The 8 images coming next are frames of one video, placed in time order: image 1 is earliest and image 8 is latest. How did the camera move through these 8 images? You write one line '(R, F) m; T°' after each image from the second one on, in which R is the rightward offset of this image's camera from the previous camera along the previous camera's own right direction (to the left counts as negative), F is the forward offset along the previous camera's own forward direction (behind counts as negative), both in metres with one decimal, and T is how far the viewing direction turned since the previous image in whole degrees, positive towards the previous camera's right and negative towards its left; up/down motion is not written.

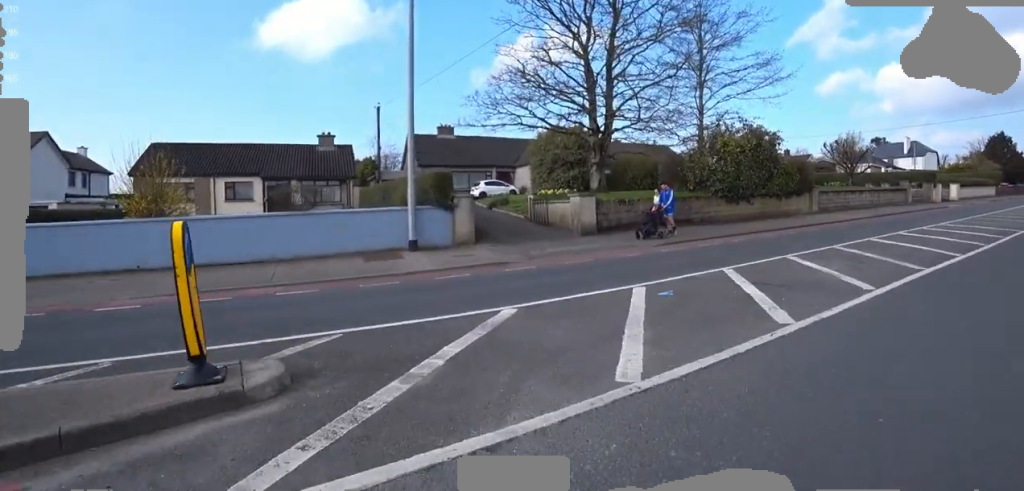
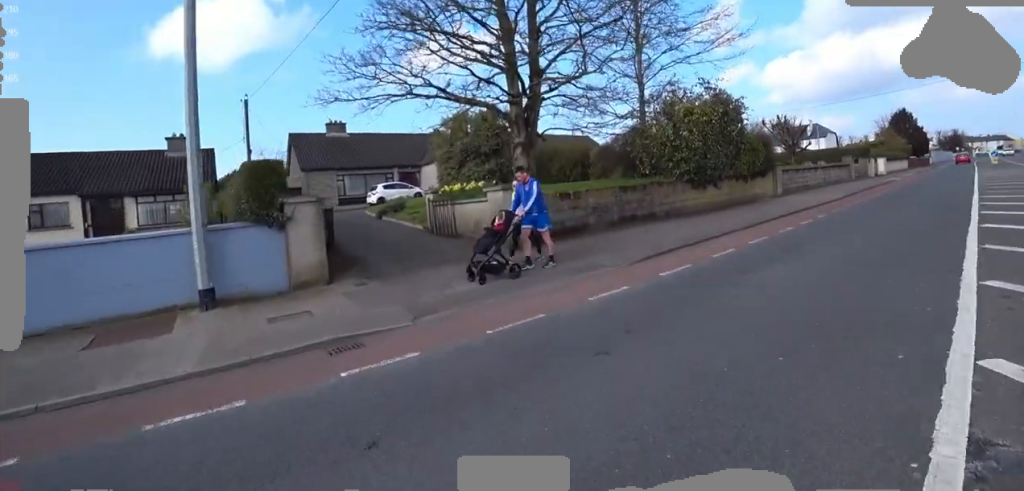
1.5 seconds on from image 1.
(+0.5, +5.4) m; +23°
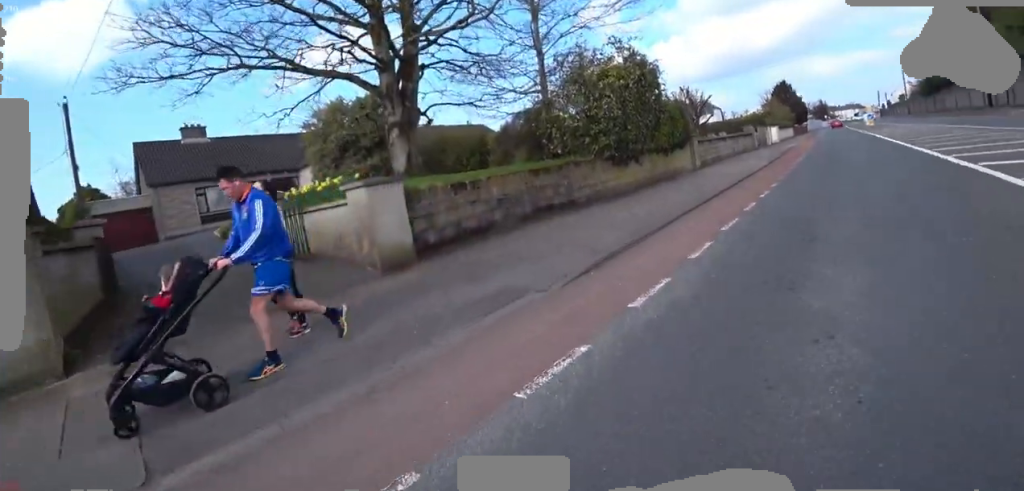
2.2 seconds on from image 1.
(+0.7, +2.8) m; +11°
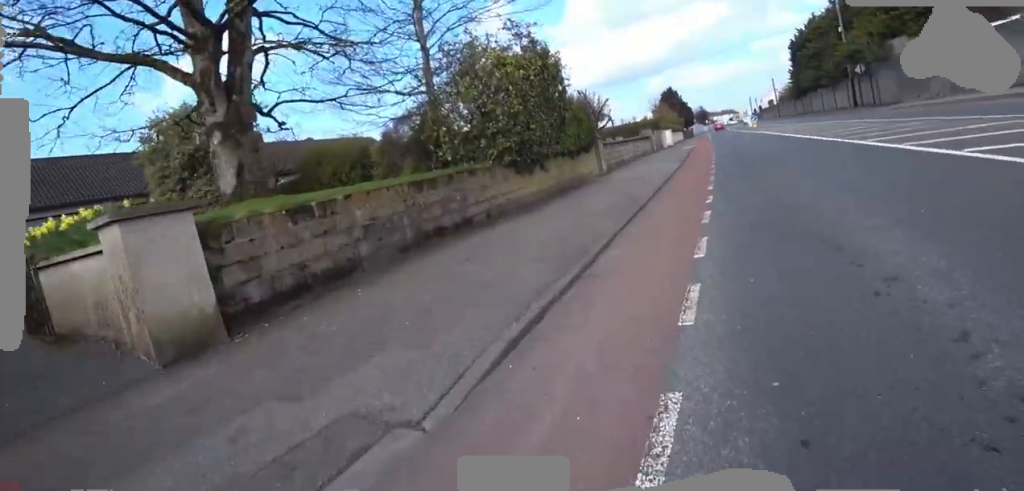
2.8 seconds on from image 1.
(+0.1, +2.5) m; +6°
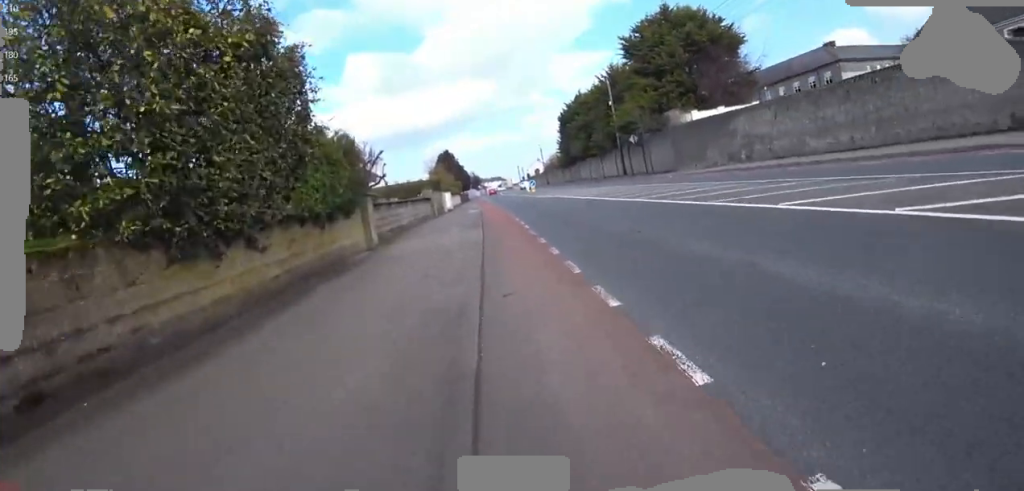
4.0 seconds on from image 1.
(+0.5, +5.6) m; +11°
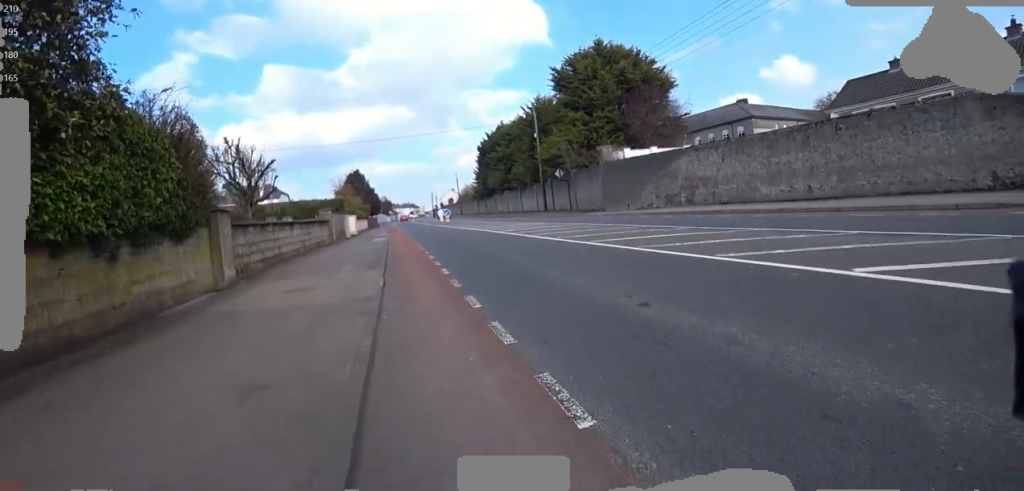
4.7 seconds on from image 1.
(+0.2, +3.3) m; +4°
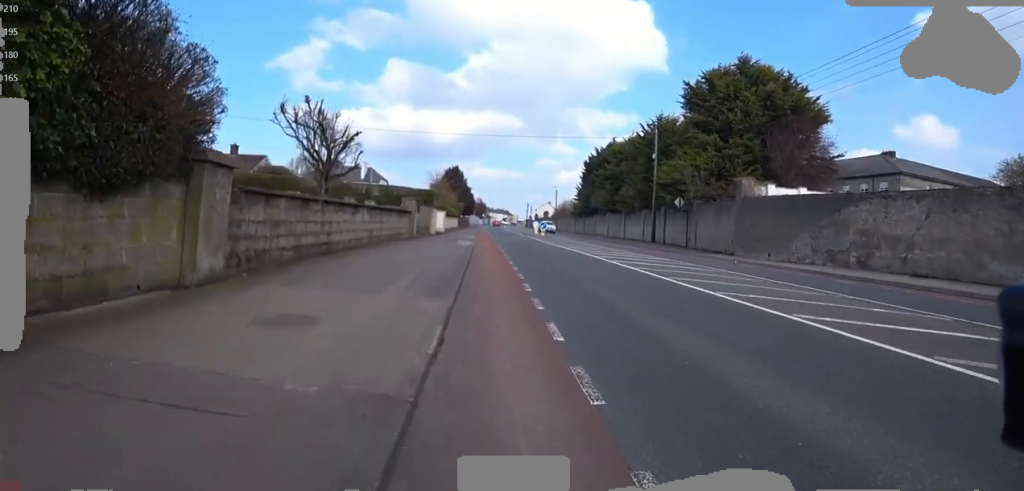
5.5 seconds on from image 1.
(0.0, +4.3) m; -1°
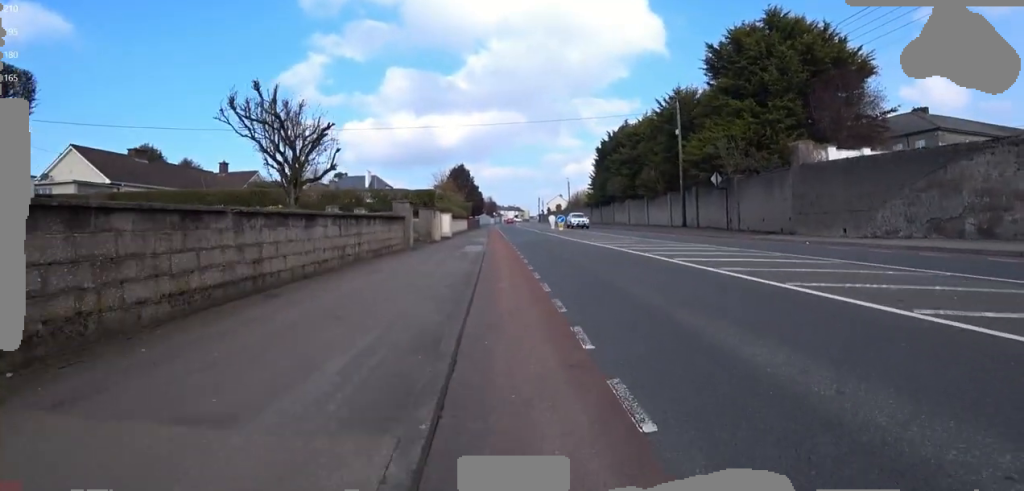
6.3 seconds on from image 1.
(0.0, +3.7) m; -6°
